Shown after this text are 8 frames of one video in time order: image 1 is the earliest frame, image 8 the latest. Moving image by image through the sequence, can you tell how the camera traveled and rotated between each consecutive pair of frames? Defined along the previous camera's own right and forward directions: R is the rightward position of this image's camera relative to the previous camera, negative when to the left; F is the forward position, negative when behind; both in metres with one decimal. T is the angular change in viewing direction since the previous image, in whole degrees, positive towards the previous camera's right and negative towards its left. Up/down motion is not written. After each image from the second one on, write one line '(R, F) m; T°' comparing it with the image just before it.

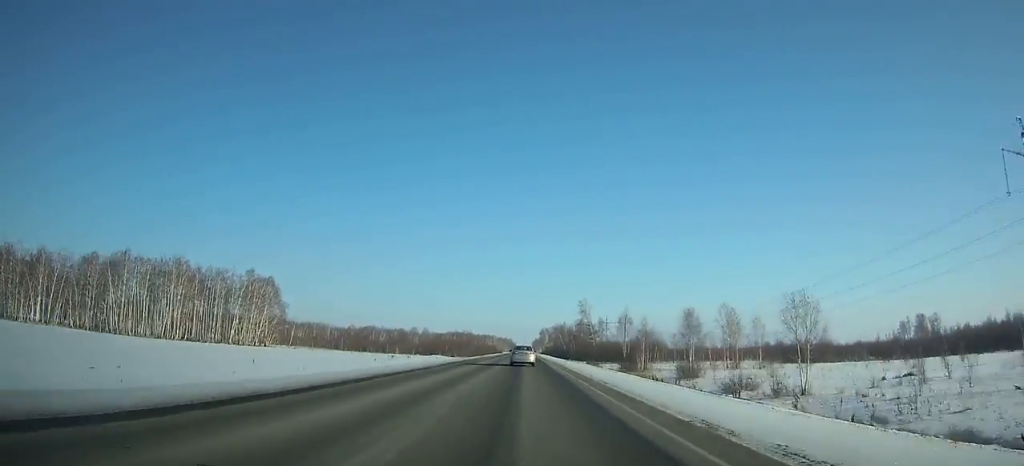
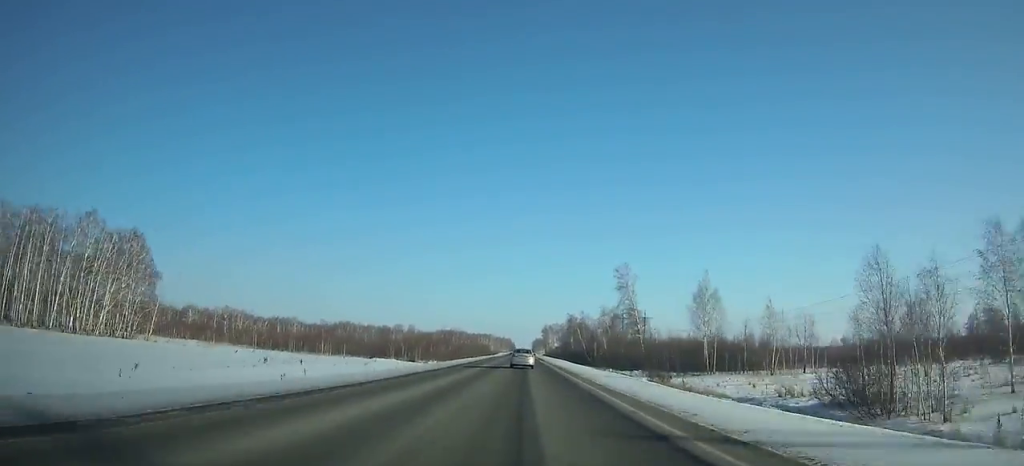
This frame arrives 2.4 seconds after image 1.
(+0.2, +69.0) m; 0°
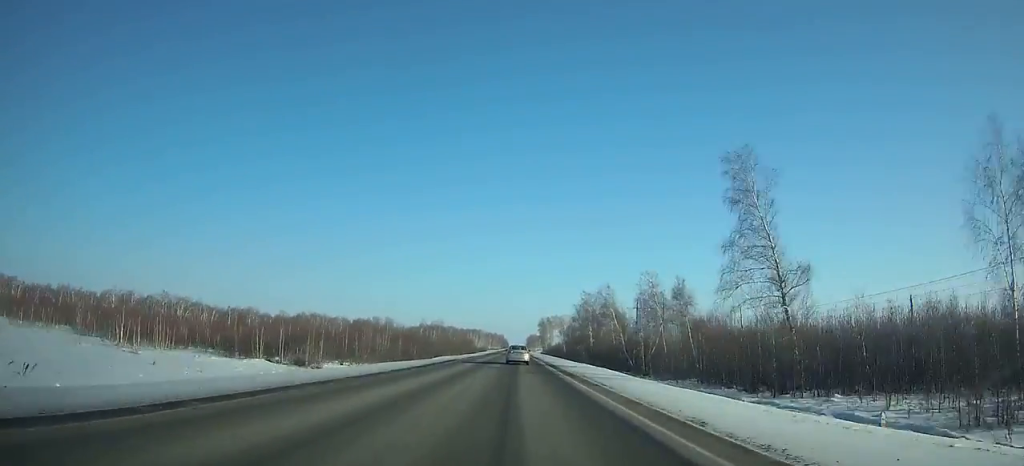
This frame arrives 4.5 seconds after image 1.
(+0.2, +60.5) m; 0°
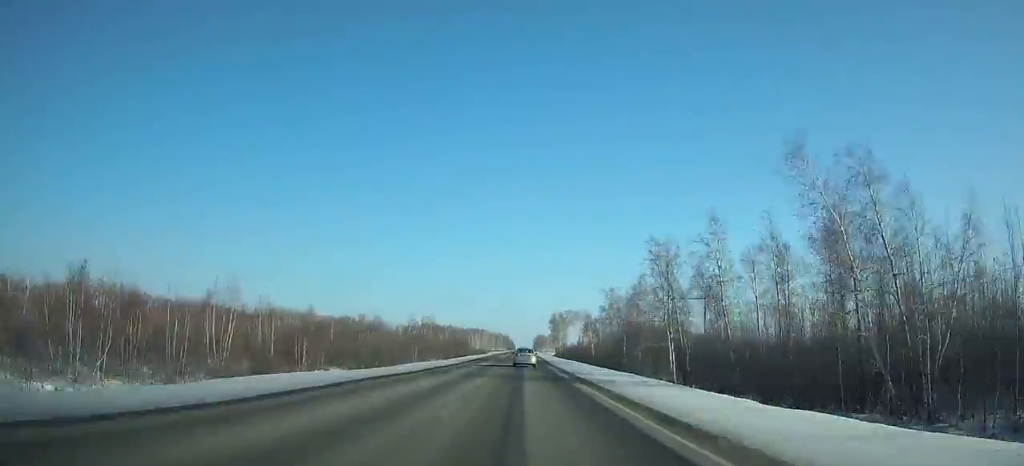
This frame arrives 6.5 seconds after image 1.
(-0.2, +57.9) m; 0°
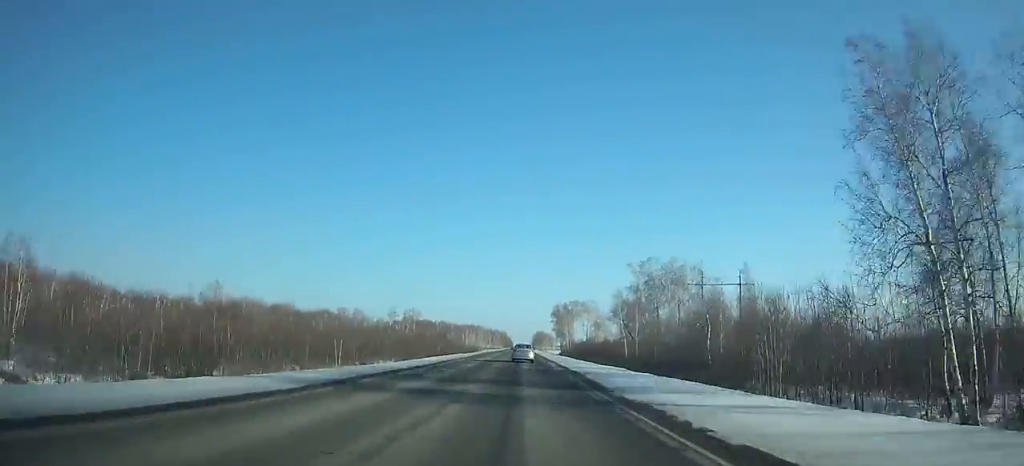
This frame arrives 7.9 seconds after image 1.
(0.0, +40.7) m; 0°
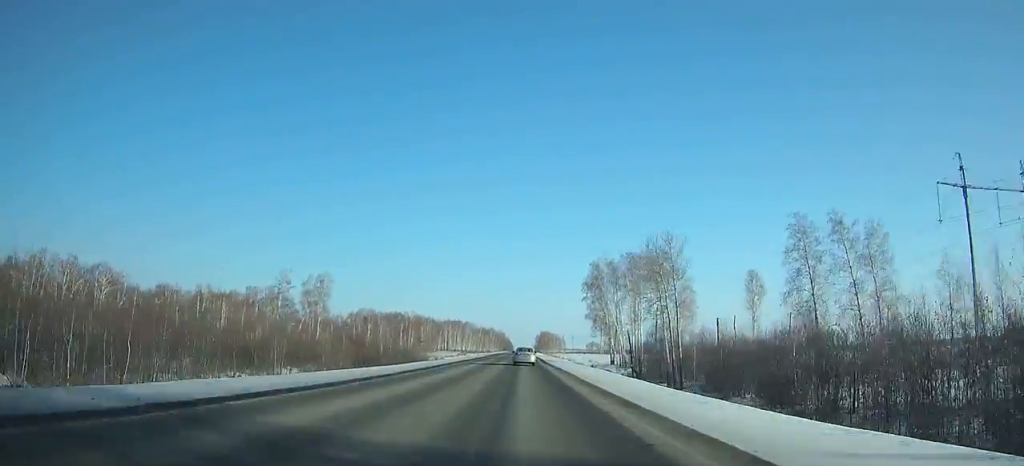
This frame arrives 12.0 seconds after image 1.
(+0.1, +120.2) m; 0°
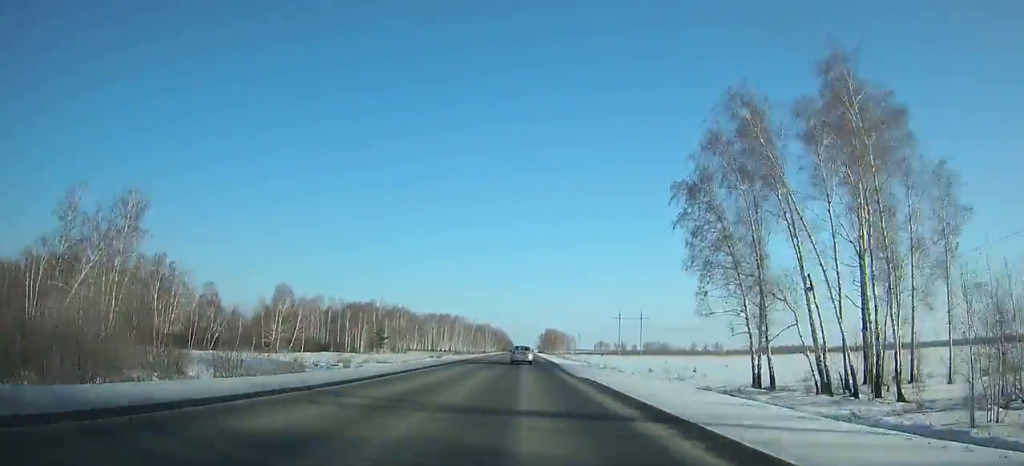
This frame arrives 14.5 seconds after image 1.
(0.0, +74.0) m; 0°
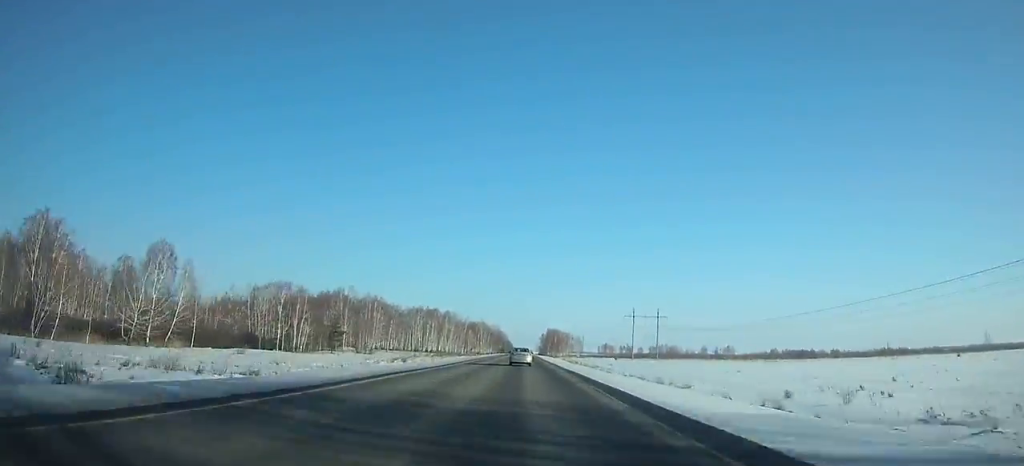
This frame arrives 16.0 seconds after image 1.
(-0.1, +44.6) m; 0°
